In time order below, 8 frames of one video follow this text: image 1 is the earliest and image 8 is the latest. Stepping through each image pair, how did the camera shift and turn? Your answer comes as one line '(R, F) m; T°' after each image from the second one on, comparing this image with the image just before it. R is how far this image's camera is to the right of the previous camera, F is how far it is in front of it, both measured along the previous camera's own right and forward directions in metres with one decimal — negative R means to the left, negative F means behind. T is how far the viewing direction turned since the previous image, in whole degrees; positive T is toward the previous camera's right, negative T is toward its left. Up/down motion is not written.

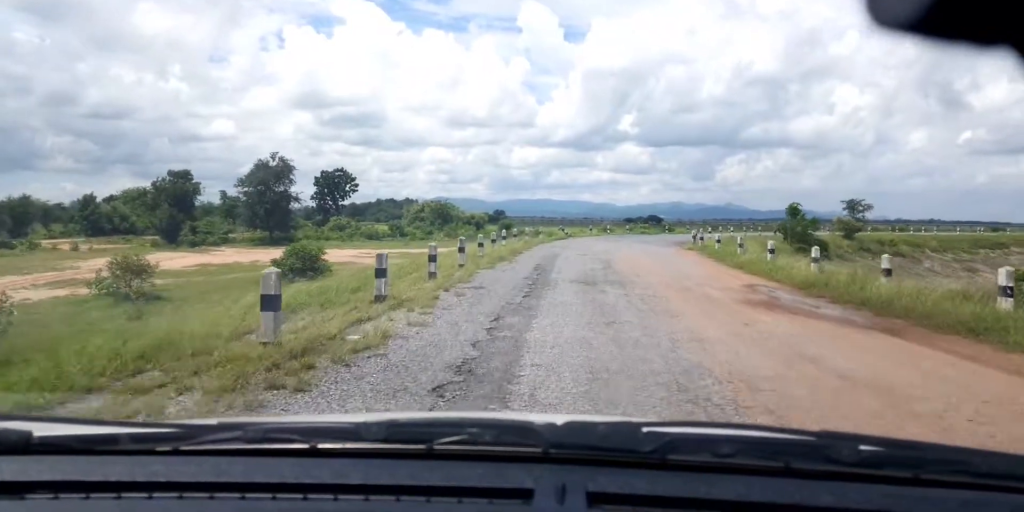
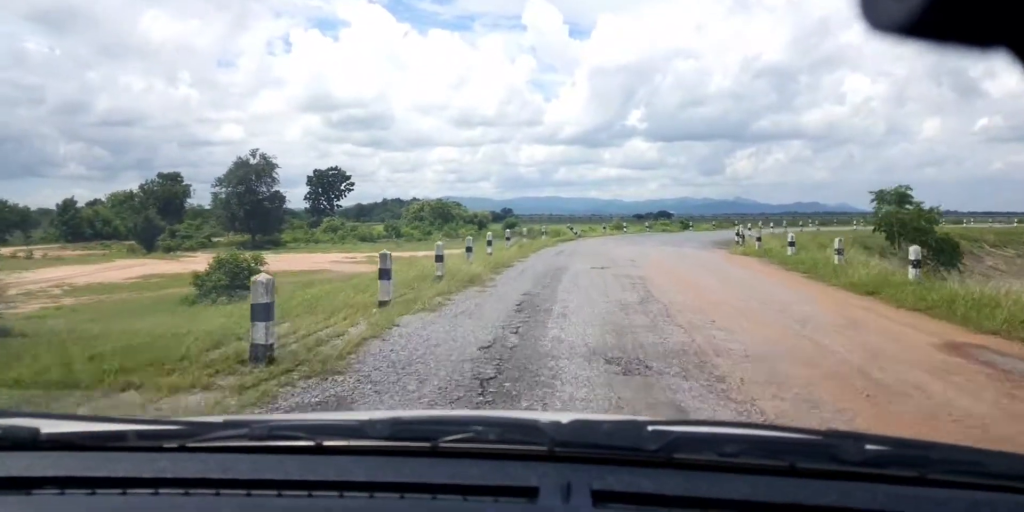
(+0.2, +9.0) m; +6°
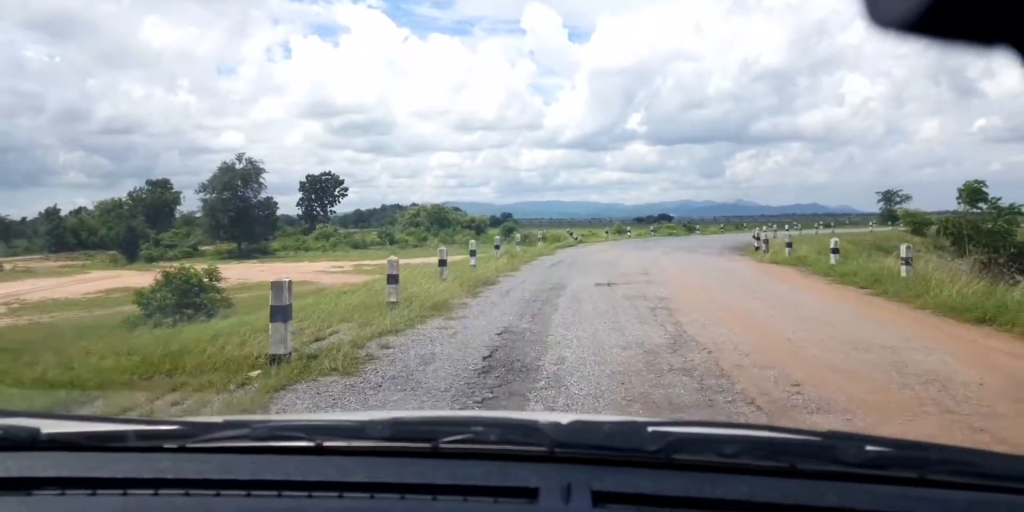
(+0.4, +3.5) m; 0°
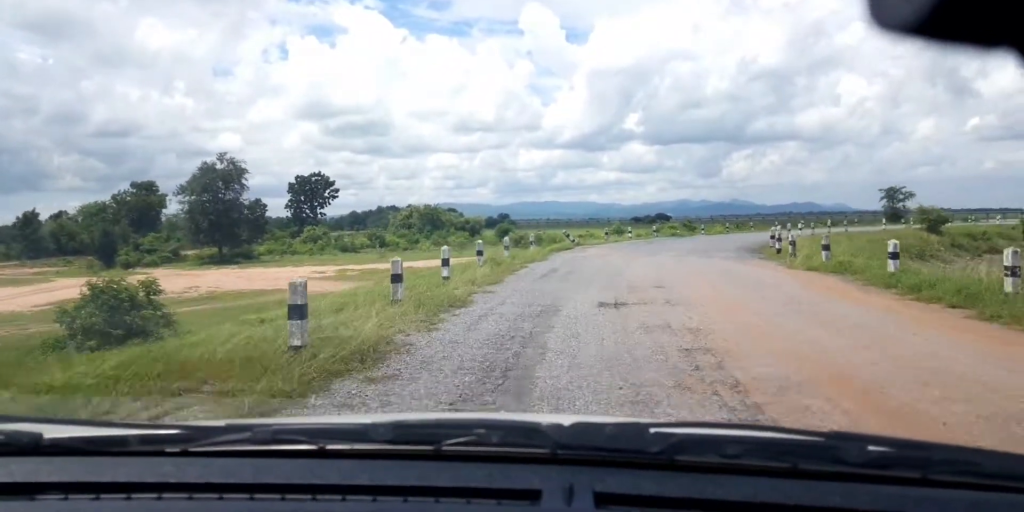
(-0.3, +3.4) m; -4°
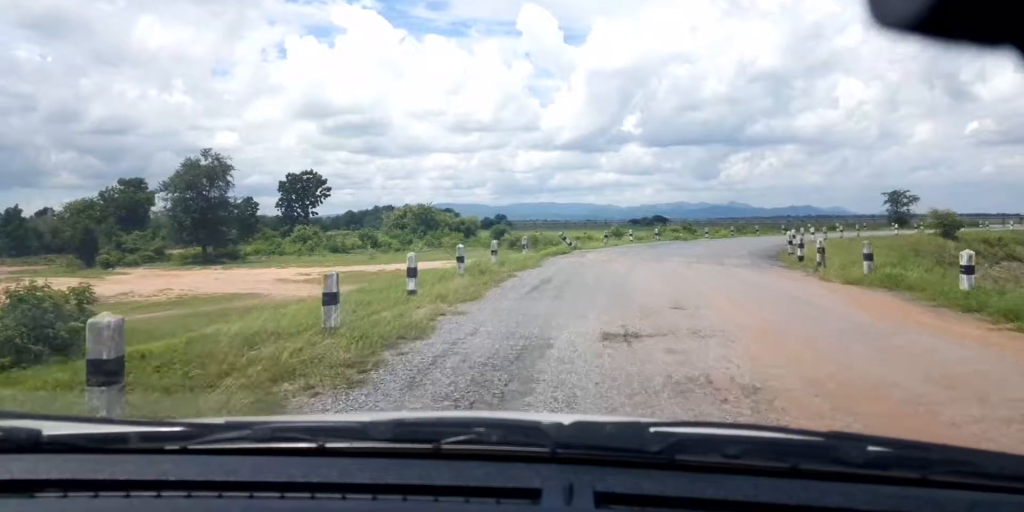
(-0.1, +2.7) m; -2°
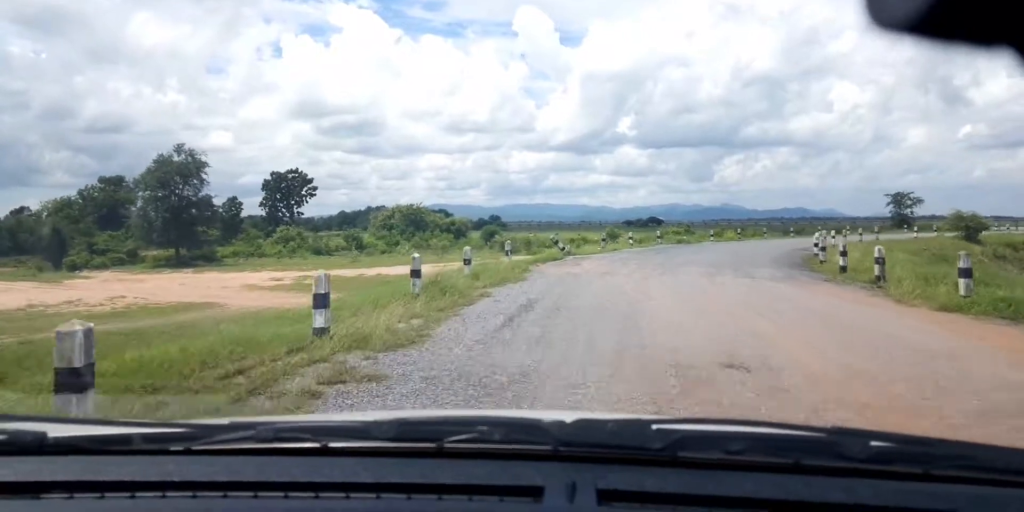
(+0.1, +4.0) m; -3°
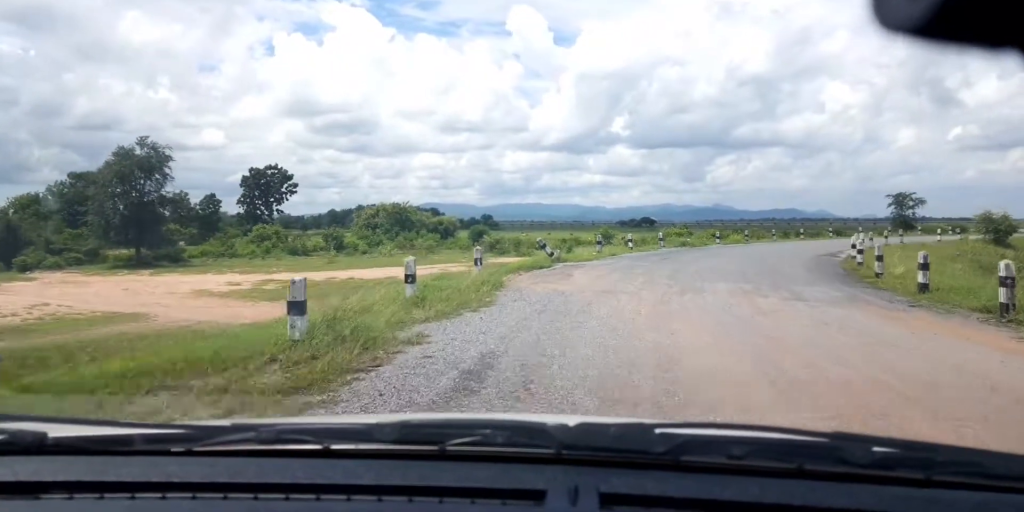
(-0.3, +4.9) m; +1°
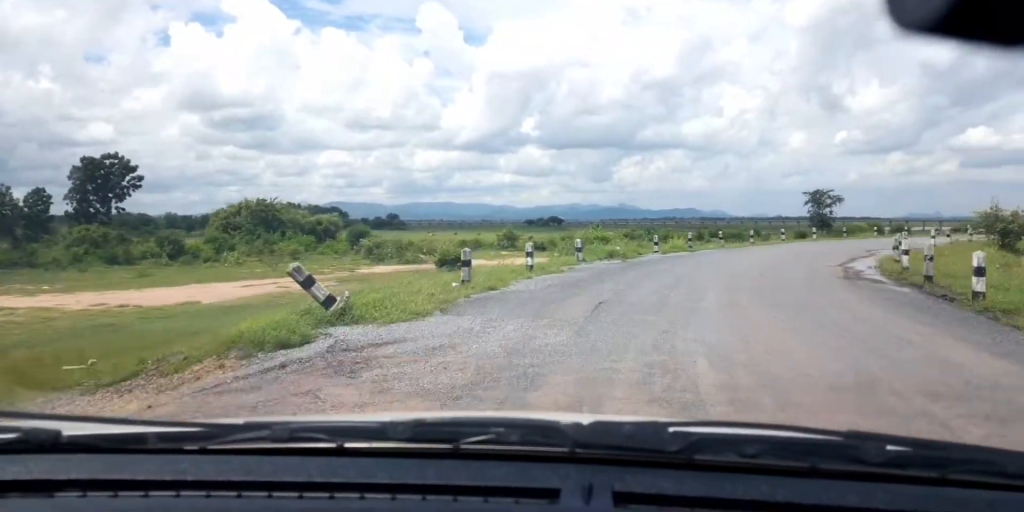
(+1.9, +13.2) m; +10°
